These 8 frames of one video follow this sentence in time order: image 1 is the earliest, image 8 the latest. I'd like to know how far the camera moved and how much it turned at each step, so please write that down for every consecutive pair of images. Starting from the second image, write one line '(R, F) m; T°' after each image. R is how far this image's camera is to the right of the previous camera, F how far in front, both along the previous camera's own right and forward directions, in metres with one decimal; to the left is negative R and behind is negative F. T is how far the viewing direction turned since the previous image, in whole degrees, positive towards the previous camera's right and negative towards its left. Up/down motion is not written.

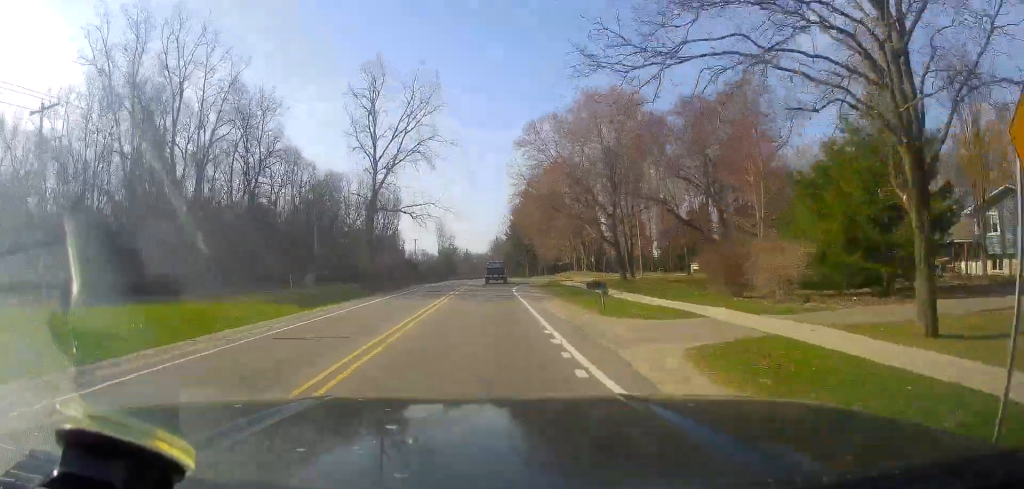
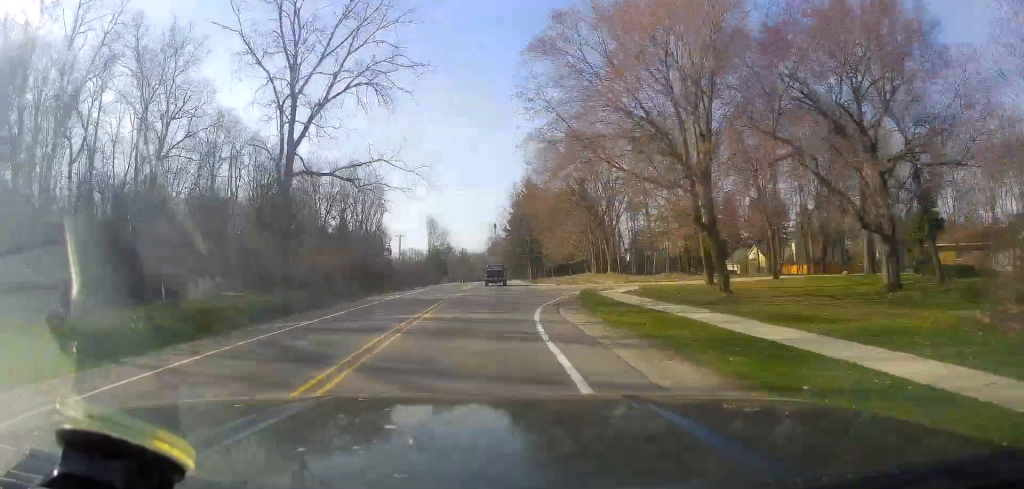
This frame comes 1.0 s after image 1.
(+0.4, +22.3) m; +1°
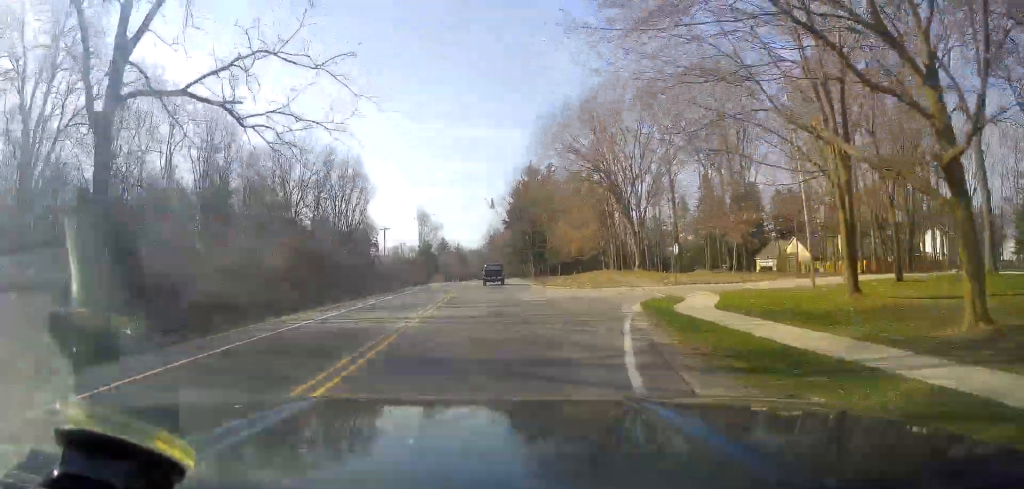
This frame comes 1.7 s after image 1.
(0.0, +16.3) m; 0°
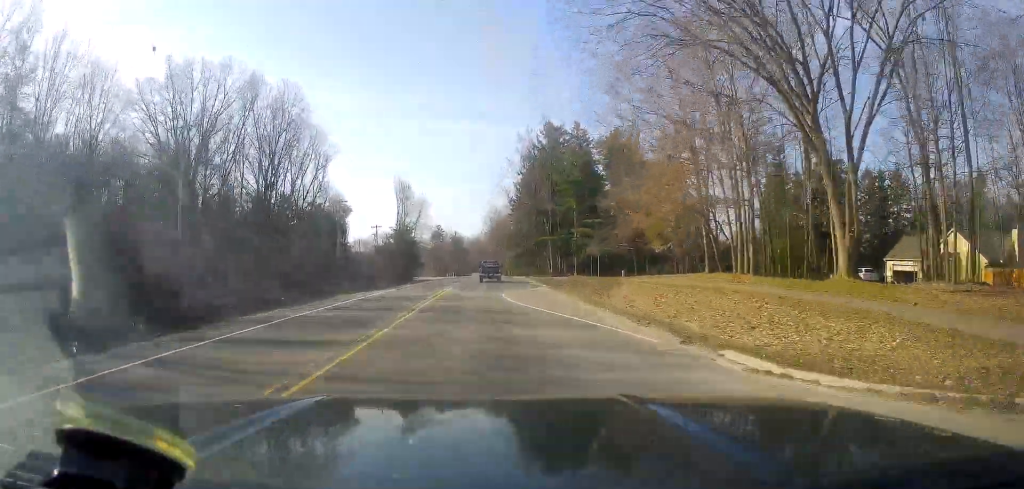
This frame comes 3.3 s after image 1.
(+0.2, +37.6) m; +1°
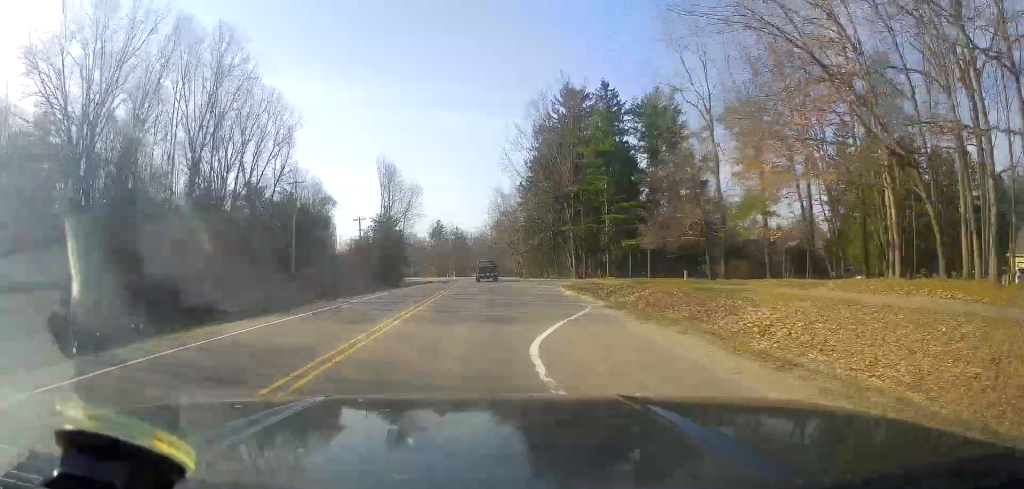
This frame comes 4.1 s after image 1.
(0.0, +20.5) m; -2°
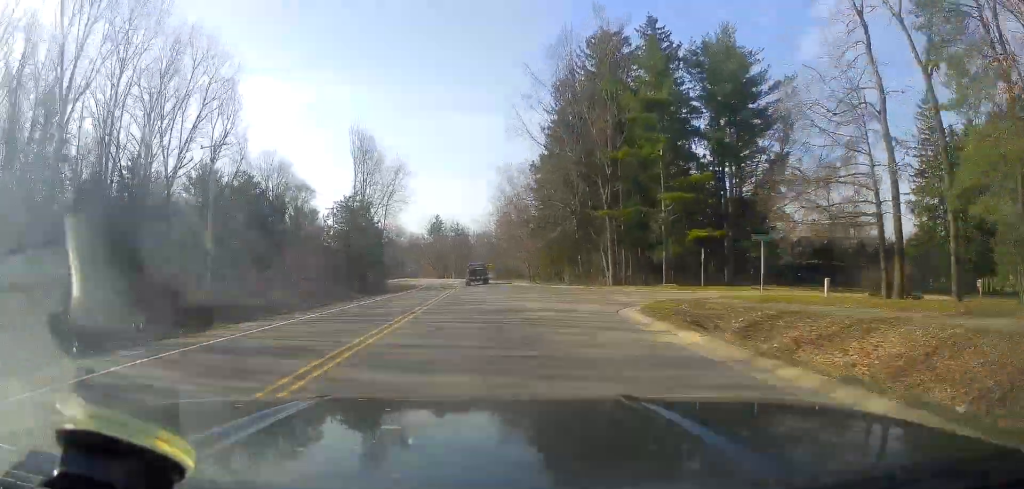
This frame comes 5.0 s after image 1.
(-0.6, +20.5) m; -2°
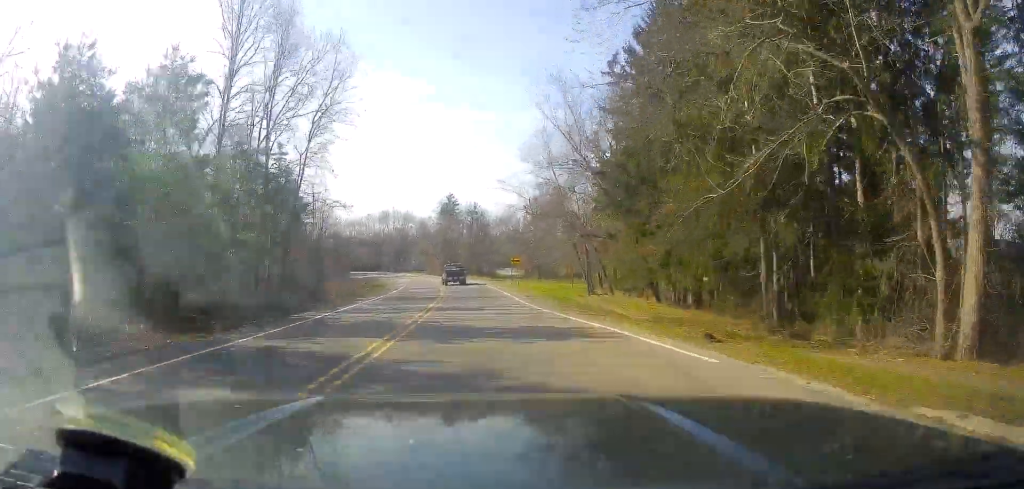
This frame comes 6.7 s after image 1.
(-0.7, +41.1) m; -3°
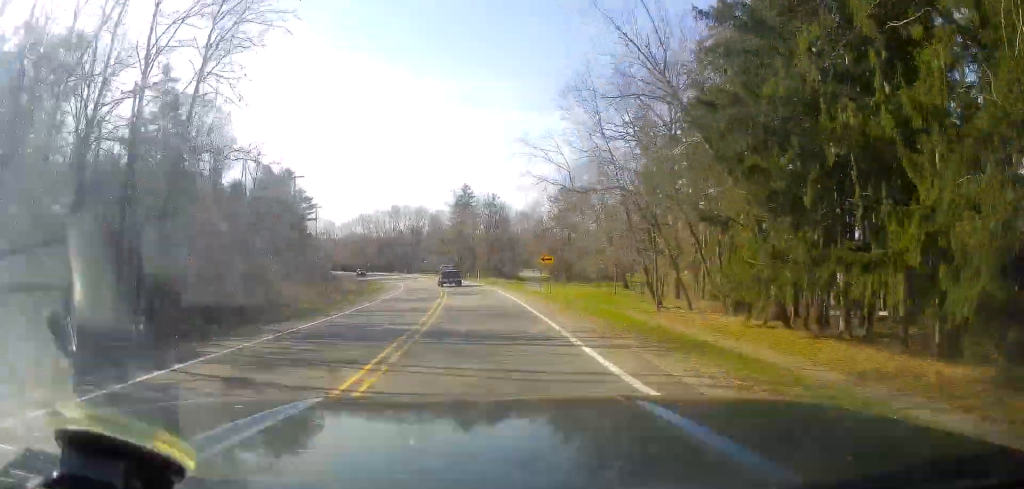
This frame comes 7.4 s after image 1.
(-0.1, +17.1) m; -2°
